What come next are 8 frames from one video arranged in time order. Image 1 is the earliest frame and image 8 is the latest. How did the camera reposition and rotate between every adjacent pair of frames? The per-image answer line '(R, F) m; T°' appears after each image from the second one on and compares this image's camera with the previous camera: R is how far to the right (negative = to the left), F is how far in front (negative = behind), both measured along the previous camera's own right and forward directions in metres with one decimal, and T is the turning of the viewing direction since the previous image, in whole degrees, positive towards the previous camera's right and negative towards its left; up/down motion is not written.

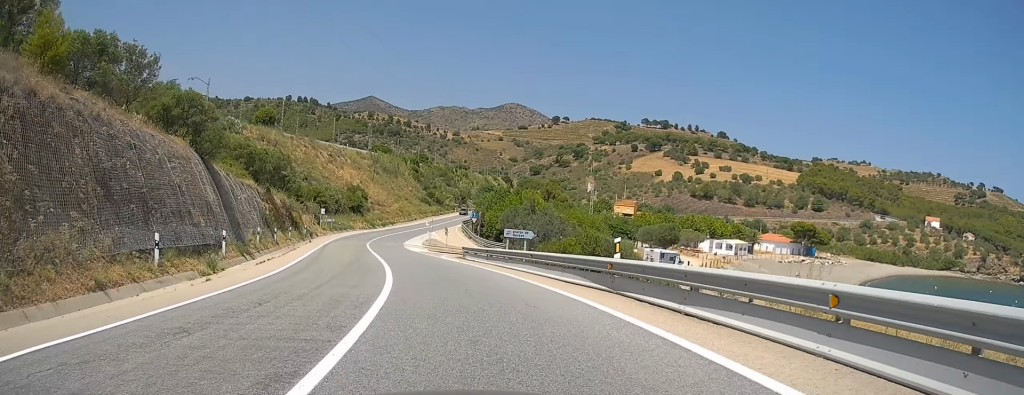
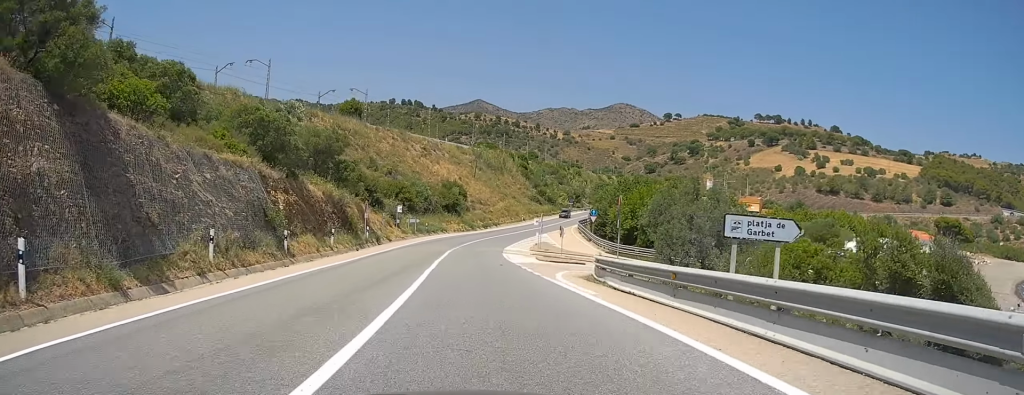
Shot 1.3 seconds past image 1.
(-1.3, +18.4) m; -7°
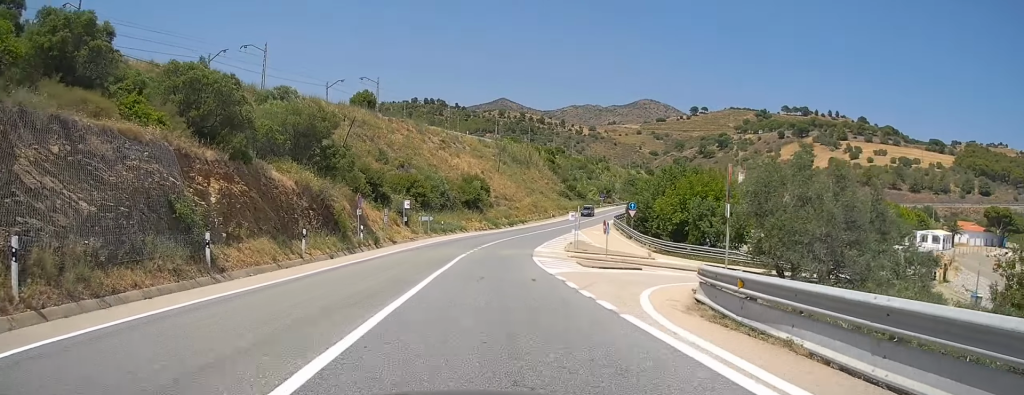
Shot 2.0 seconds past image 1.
(-0.3, +10.6) m; -2°
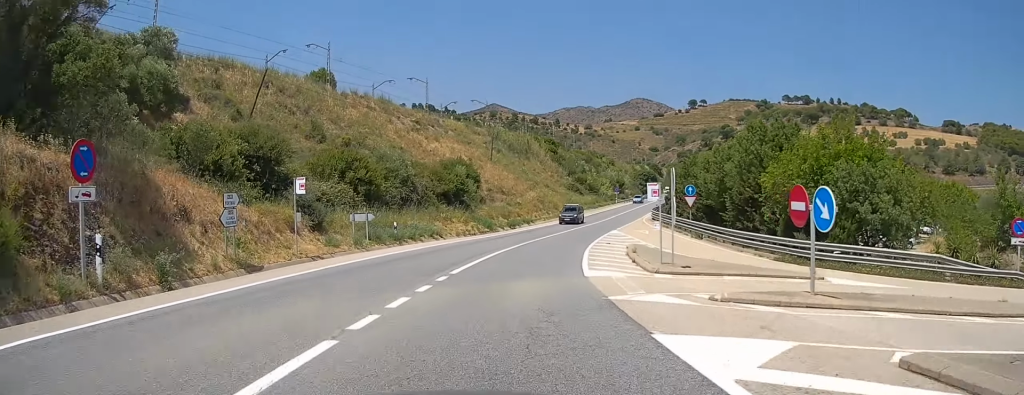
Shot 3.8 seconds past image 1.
(-0.8, +27.5) m; 0°
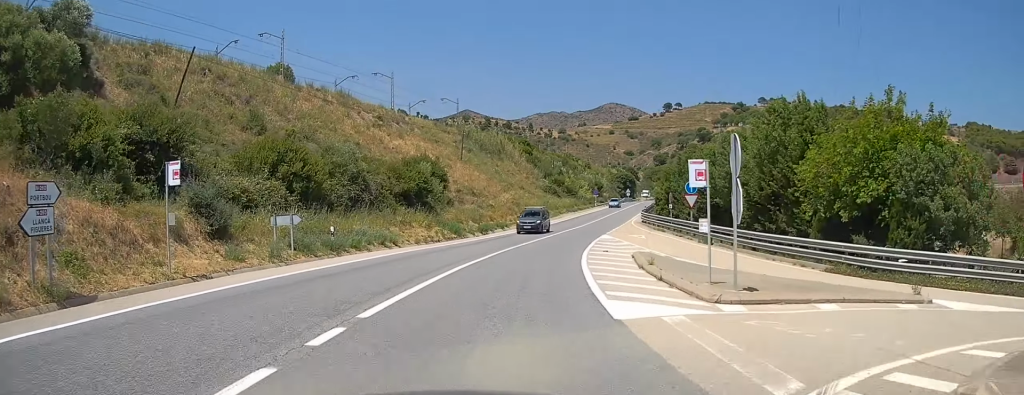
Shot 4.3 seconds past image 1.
(+0.2, +8.2) m; +2°
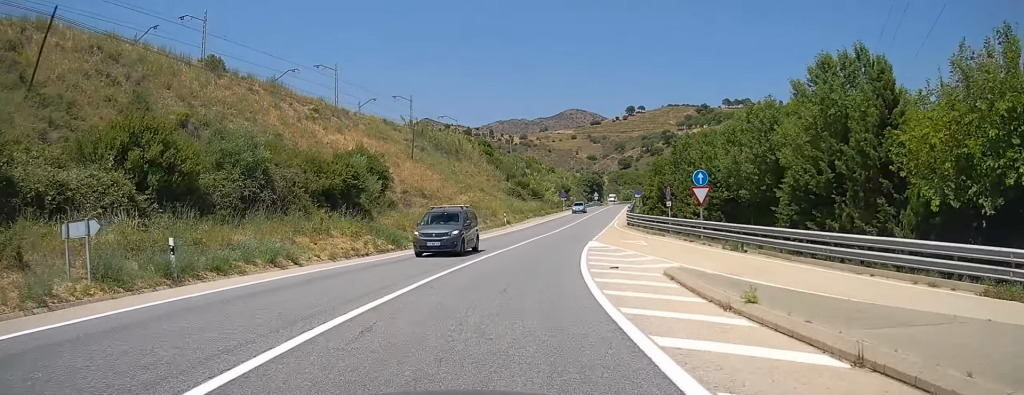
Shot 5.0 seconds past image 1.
(+0.3, +11.6) m; +3°
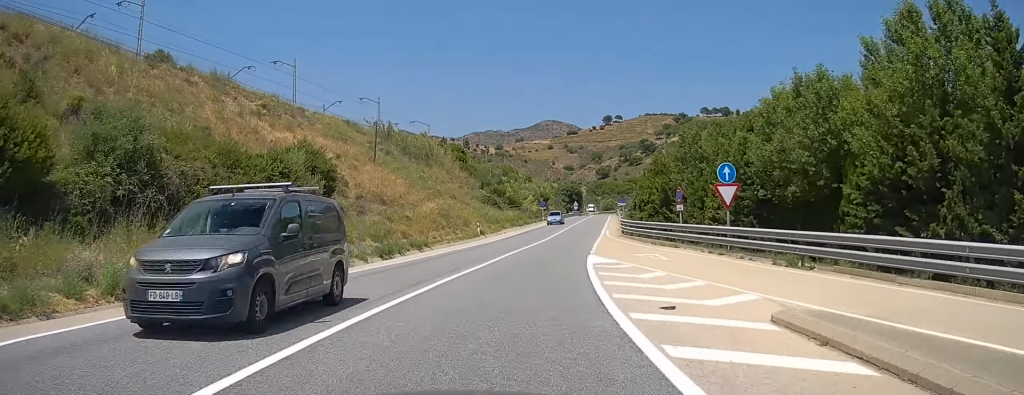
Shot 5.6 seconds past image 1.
(0.0, +8.6) m; +2°
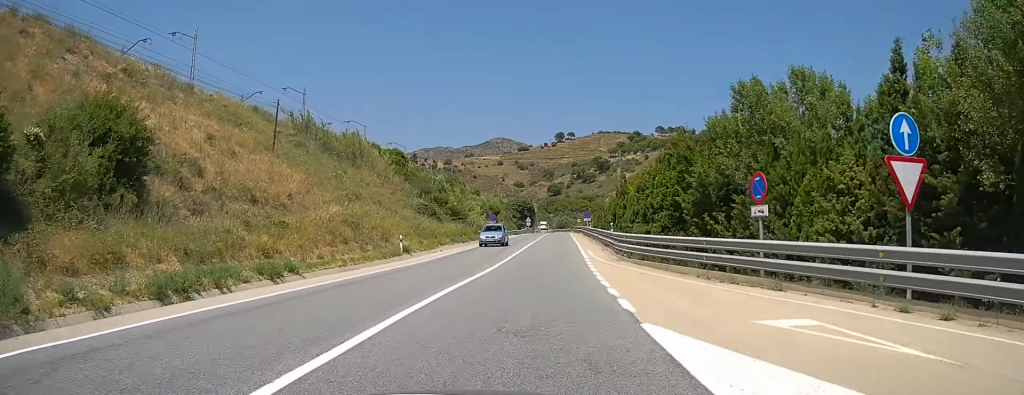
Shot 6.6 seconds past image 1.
(+0.7, +17.3) m; +4°
